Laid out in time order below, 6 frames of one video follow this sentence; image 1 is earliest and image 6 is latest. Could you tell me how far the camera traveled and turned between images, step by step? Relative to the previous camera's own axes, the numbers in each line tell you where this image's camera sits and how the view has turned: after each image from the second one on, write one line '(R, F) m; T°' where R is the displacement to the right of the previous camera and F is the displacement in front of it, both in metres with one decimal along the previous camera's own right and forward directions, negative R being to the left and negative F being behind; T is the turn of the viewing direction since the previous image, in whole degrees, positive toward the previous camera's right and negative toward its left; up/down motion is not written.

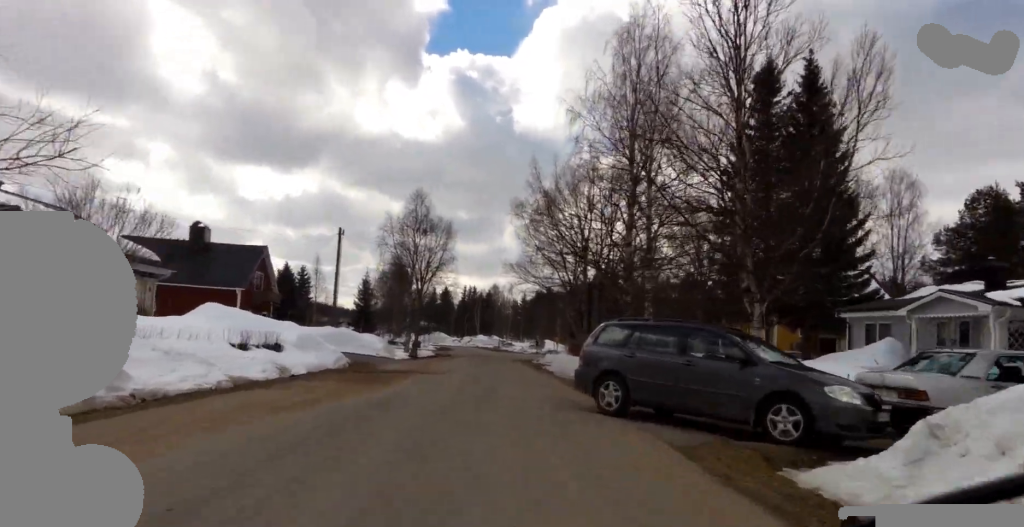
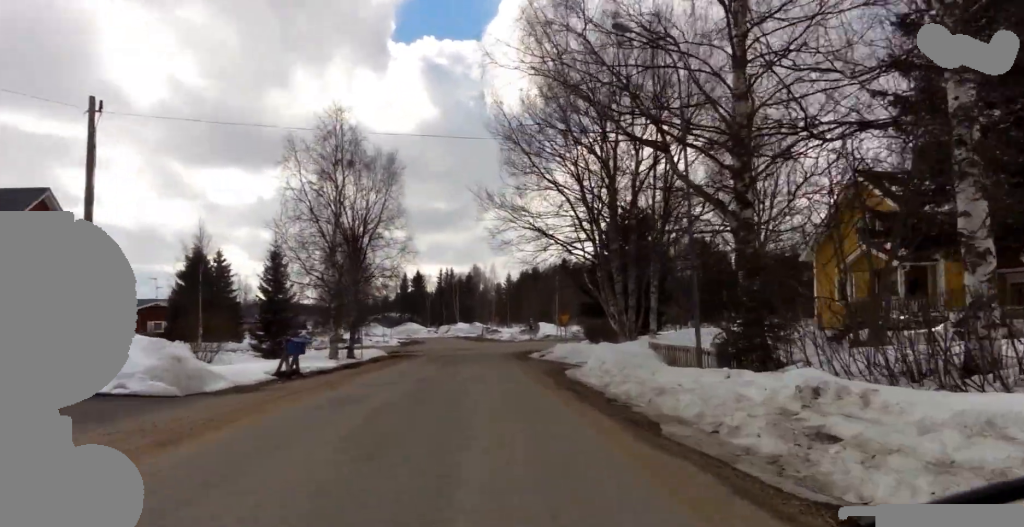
(+1.1, +18.2) m; +5°
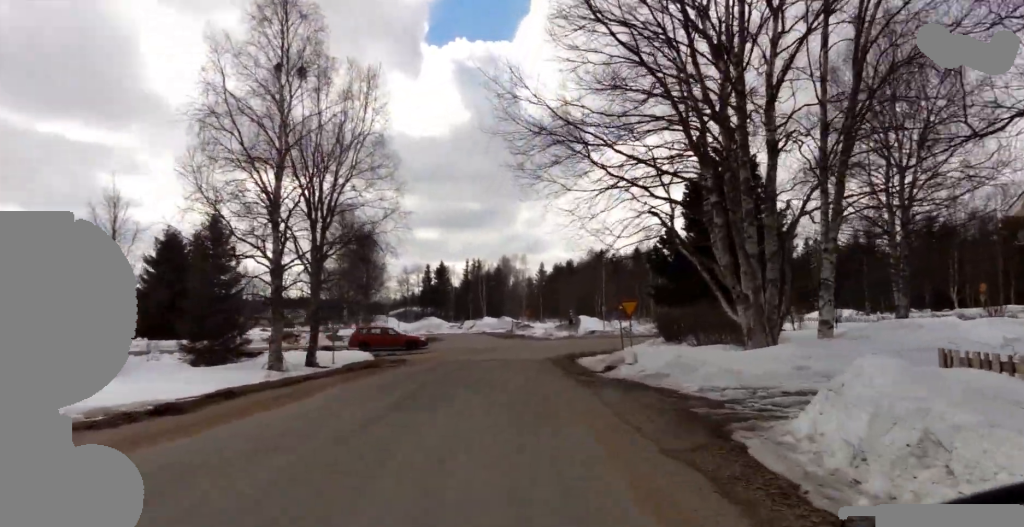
(-2.1, +11.6) m; -12°
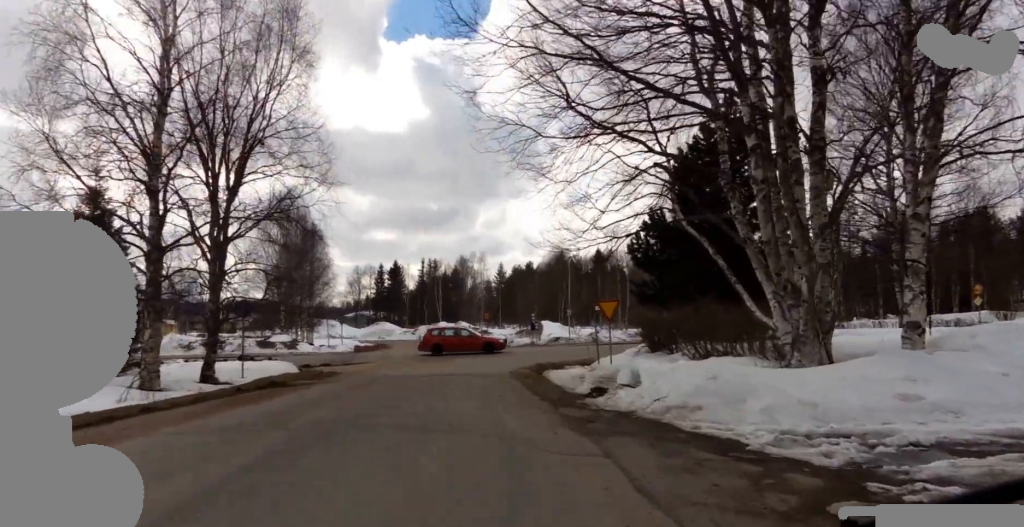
(0.0, +4.4) m; -1°
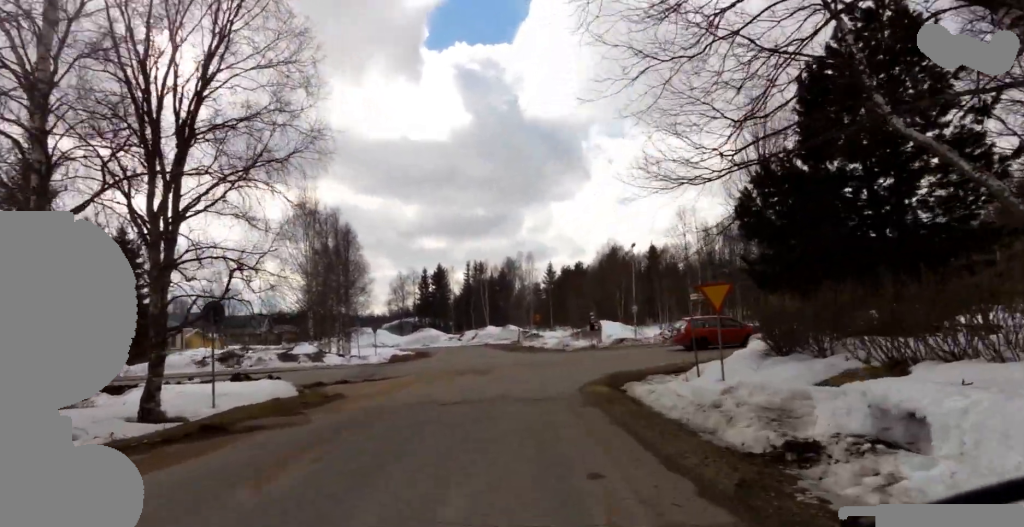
(0.0, +5.9) m; -3°
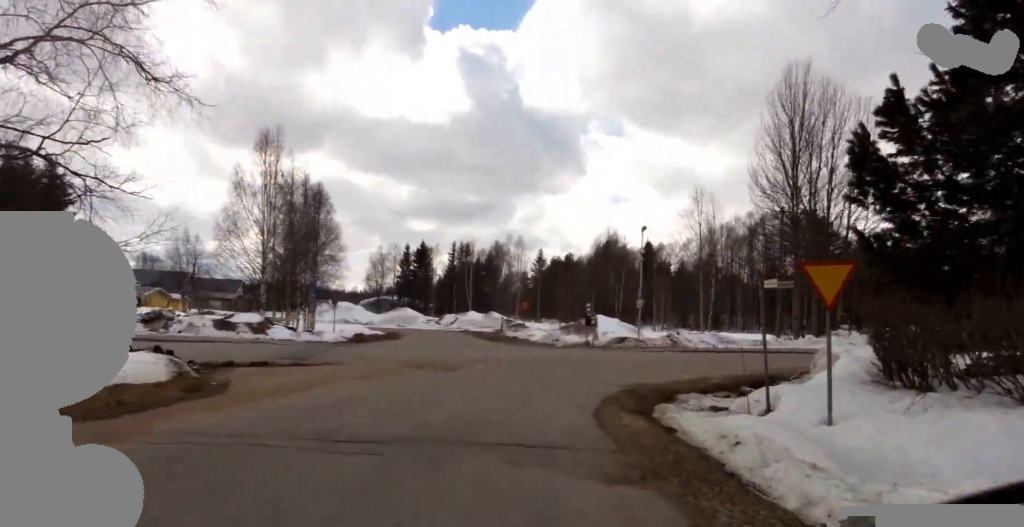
(-0.5, +5.7) m; +10°
